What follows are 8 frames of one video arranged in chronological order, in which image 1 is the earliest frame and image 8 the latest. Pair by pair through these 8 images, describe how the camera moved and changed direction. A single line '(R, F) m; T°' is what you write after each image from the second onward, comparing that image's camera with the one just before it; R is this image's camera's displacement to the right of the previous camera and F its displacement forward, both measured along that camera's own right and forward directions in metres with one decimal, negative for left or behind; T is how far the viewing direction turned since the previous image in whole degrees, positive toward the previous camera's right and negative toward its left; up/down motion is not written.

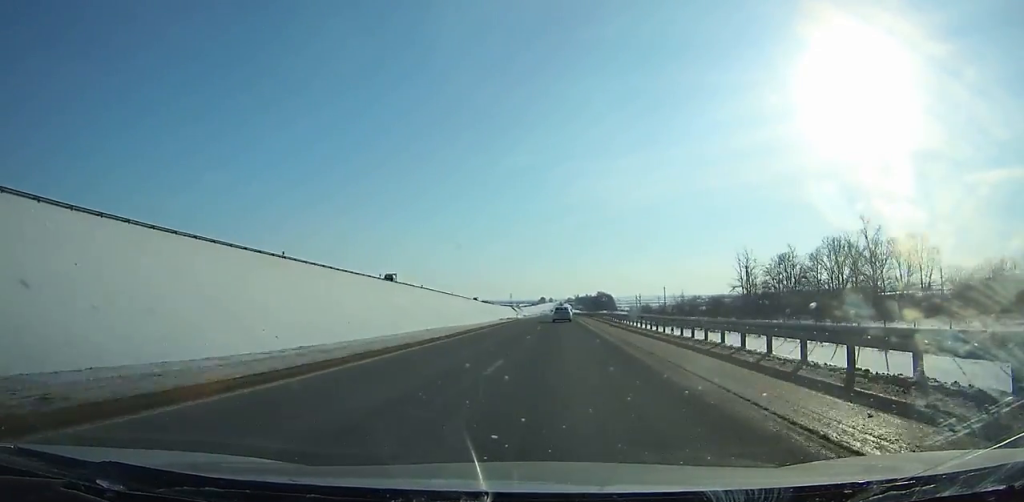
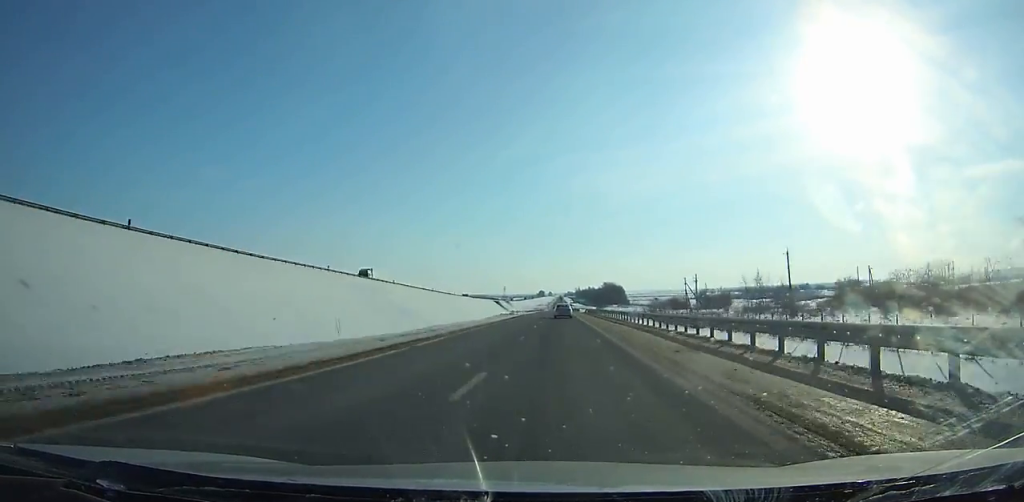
(0.0, +98.6) m; 0°
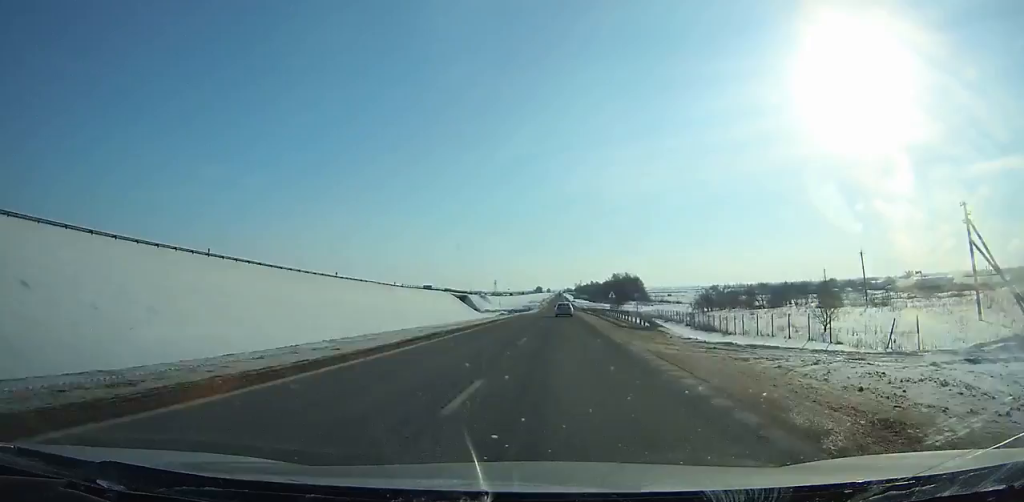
(0.0, +110.6) m; 0°
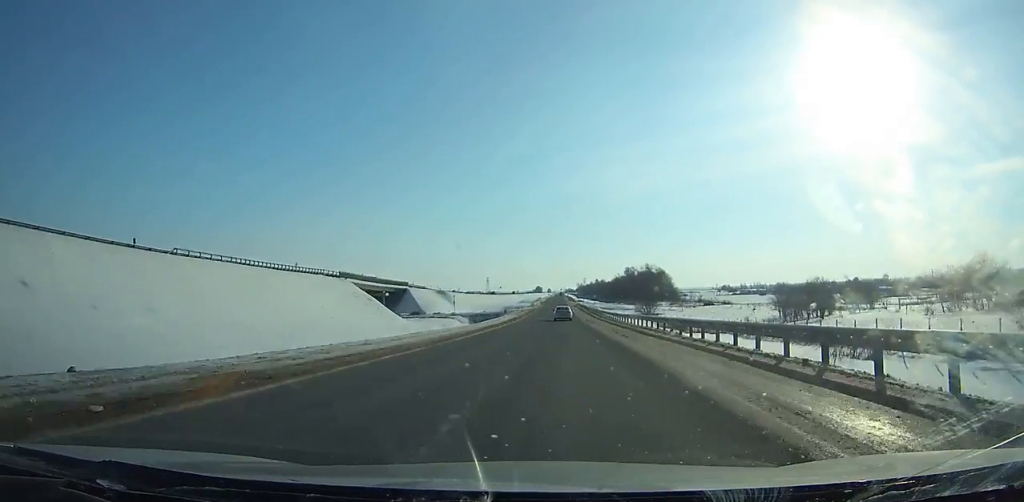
(+0.2, +86.2) m; 0°
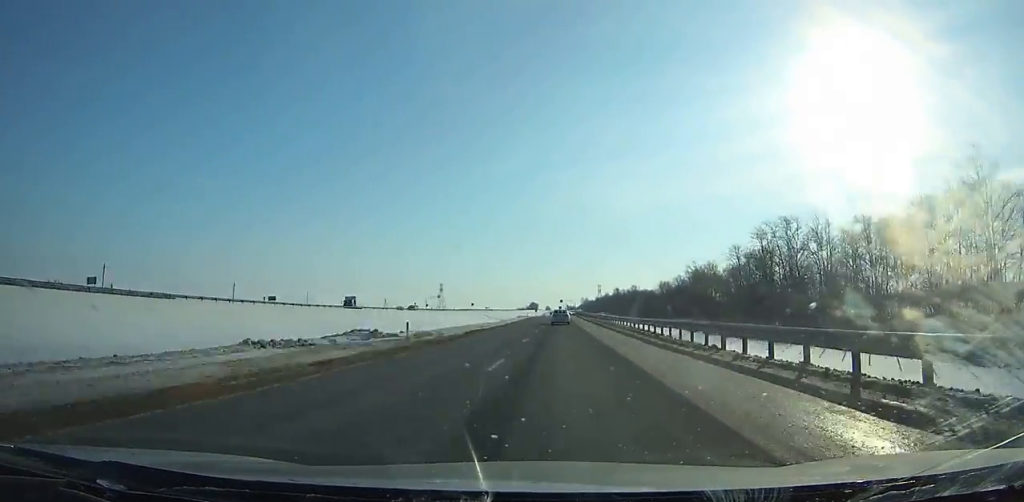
(-0.3, +254.6) m; 0°
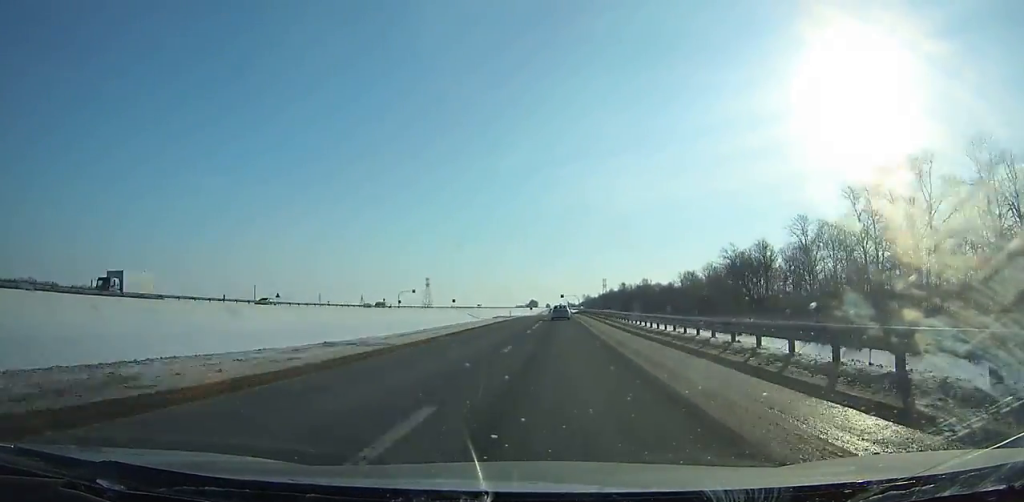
(+0.1, +43.1) m; 0°
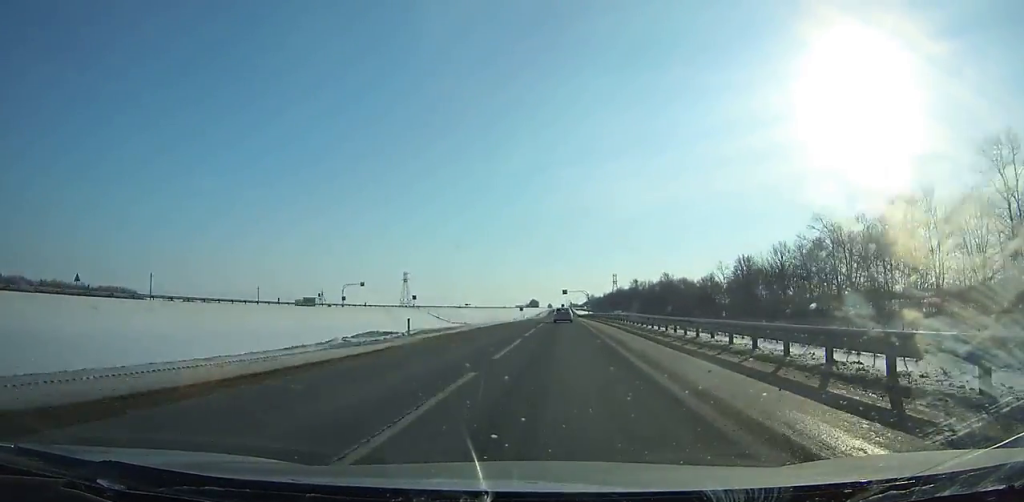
(0.0, +55.0) m; 0°
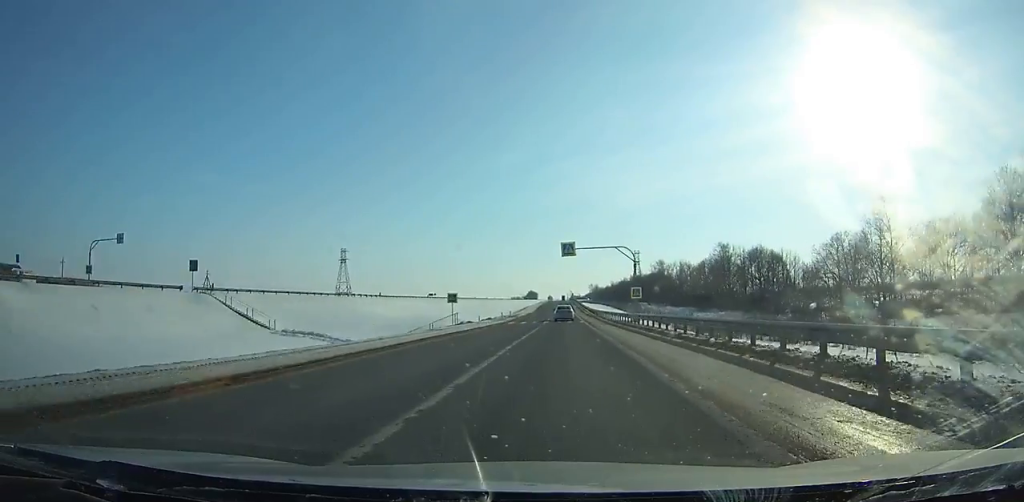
(-0.1, +87.9) m; 0°
